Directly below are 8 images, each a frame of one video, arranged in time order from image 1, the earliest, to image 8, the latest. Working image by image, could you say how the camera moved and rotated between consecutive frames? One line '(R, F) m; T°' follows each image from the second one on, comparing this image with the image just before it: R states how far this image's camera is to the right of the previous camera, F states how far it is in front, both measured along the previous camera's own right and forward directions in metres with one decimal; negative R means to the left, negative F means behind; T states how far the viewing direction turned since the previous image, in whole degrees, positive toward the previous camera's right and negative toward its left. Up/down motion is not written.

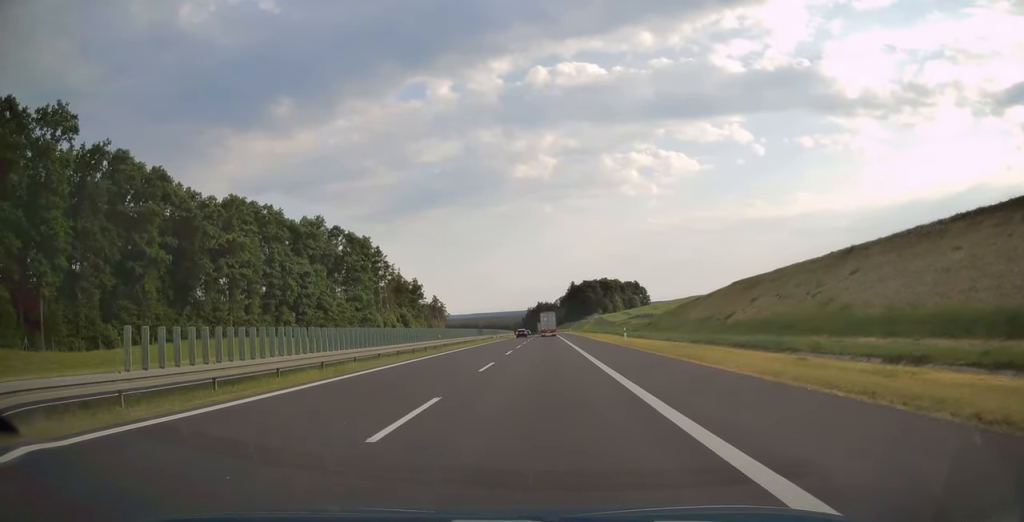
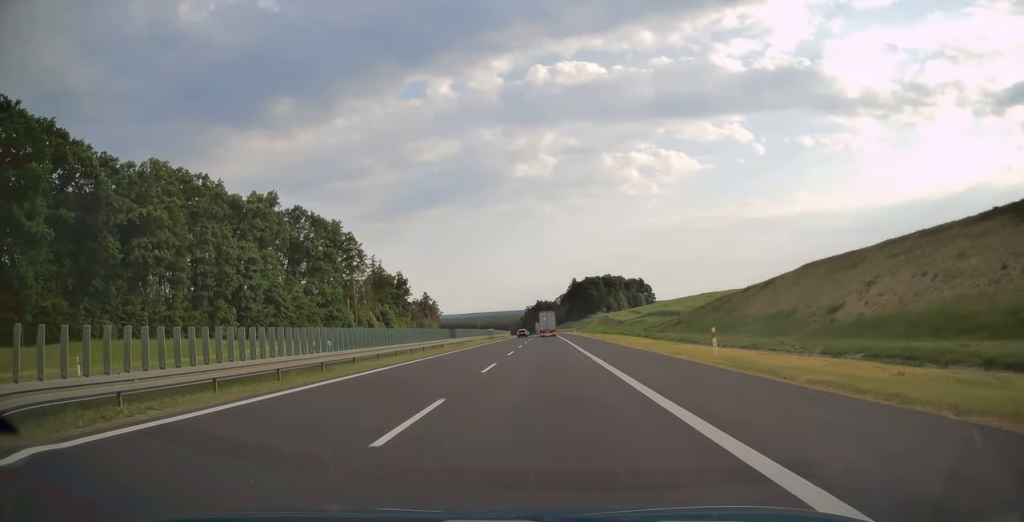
(0.0, +24.1) m; 0°
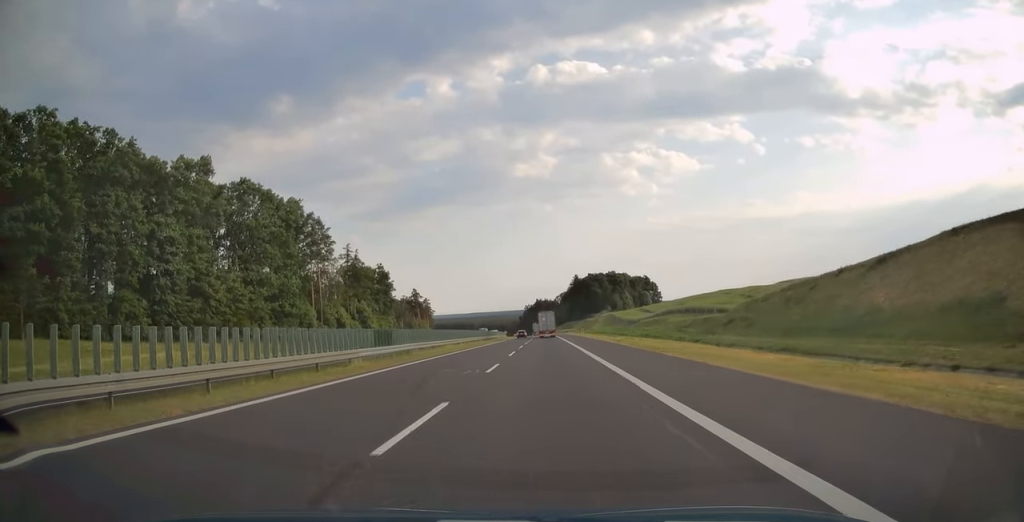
(0.0, +24.1) m; 0°
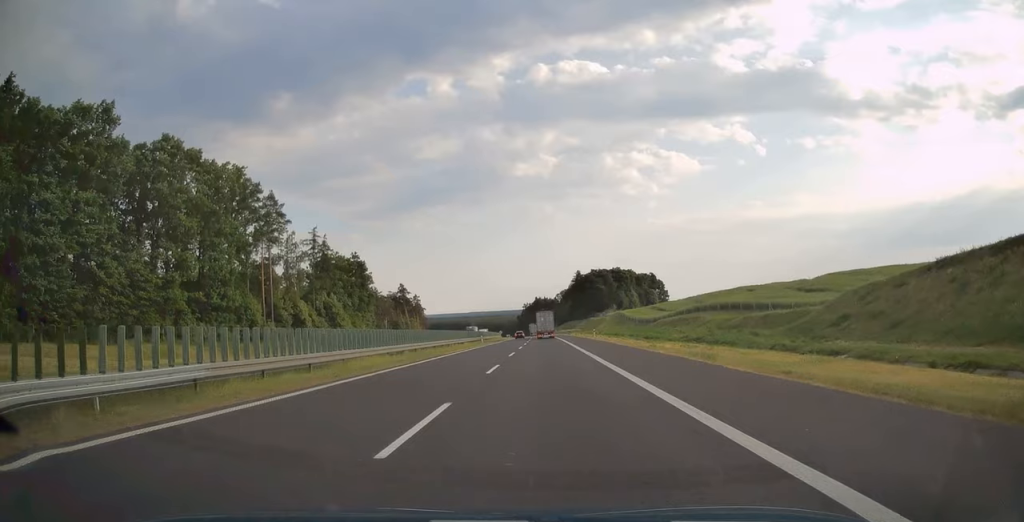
(-0.2, +24.2) m; 0°
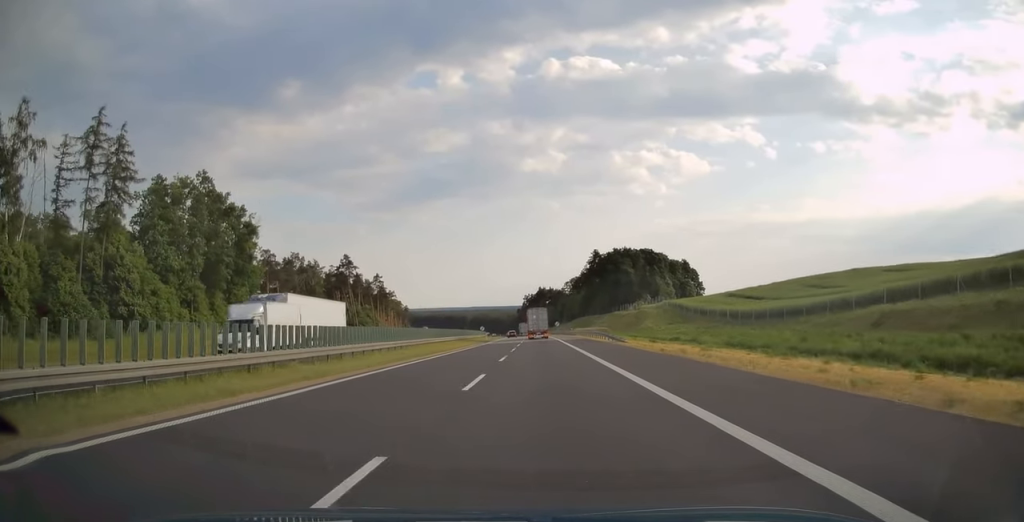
(+0.4, +76.3) m; 0°
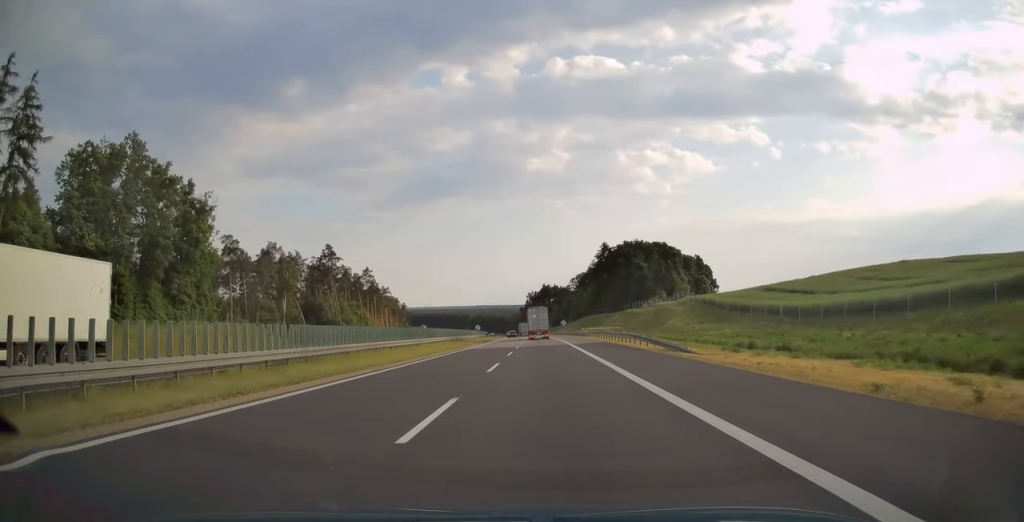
(0.0, +18.1) m; 0°
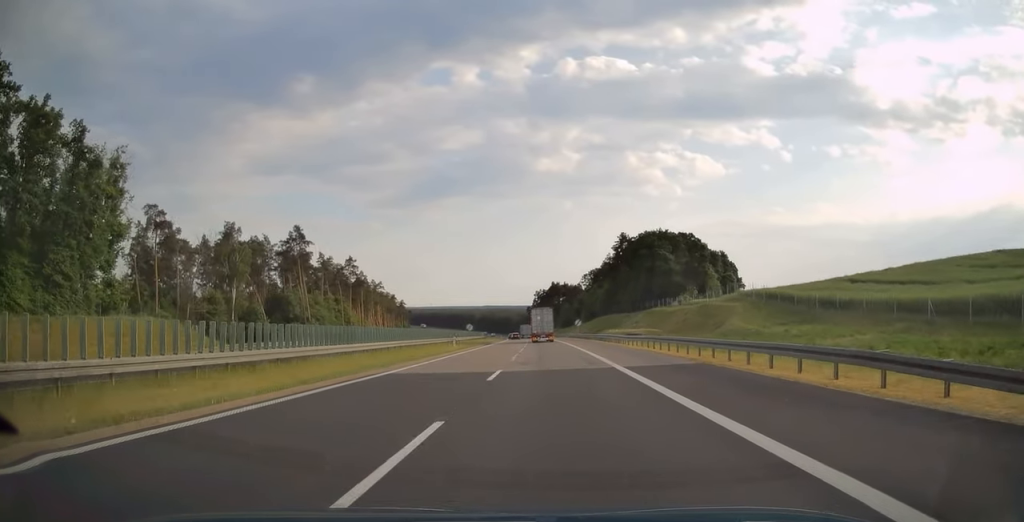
(-0.3, +26.5) m; -1°
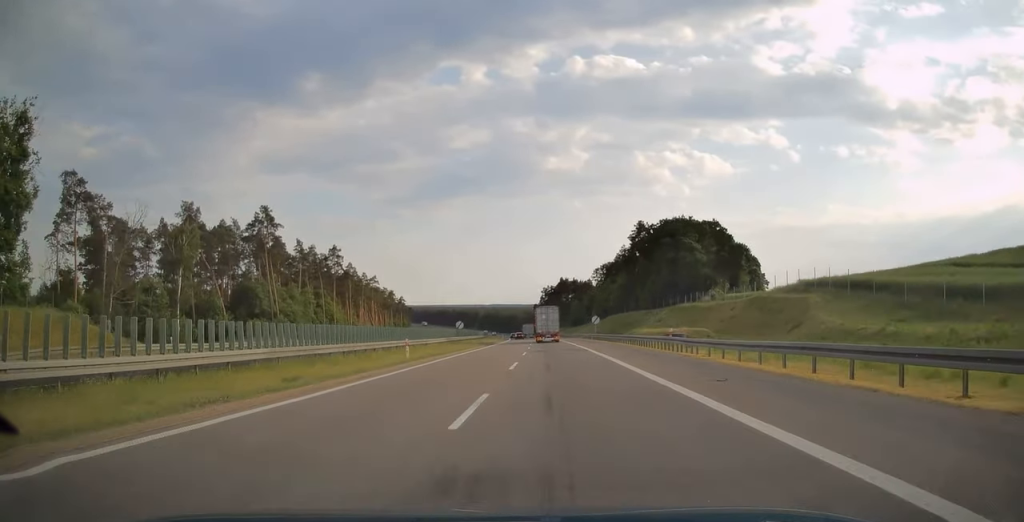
(0.0, +19.9) m; 0°
